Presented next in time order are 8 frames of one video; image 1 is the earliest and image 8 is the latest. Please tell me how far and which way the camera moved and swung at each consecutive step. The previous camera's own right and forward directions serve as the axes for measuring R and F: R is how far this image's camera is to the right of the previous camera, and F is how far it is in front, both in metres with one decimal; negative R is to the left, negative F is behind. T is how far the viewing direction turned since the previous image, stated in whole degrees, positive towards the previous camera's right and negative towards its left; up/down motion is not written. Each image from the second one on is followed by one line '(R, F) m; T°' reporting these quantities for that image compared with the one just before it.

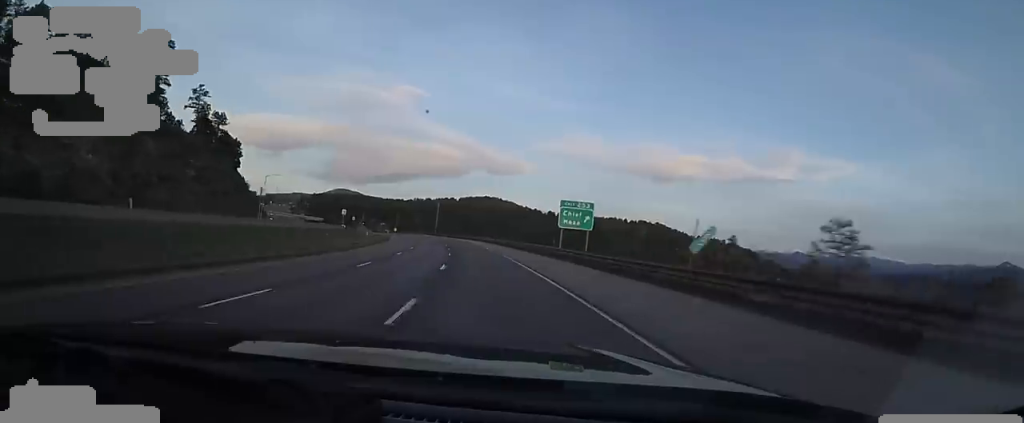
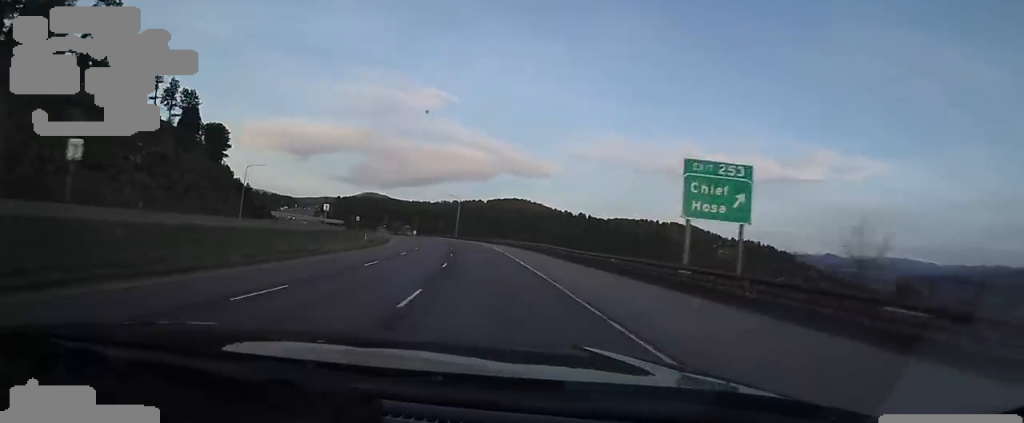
(-0.4, +23.6) m; -2°
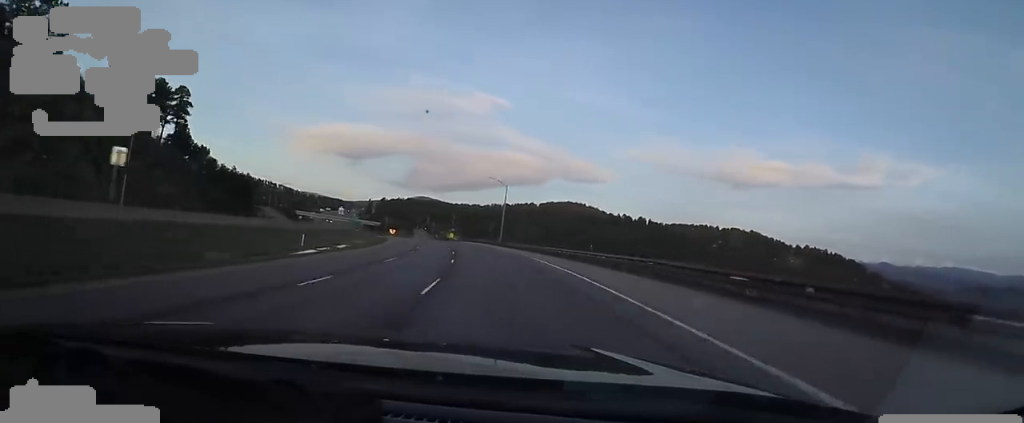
(-2.2, +45.2) m; -7°
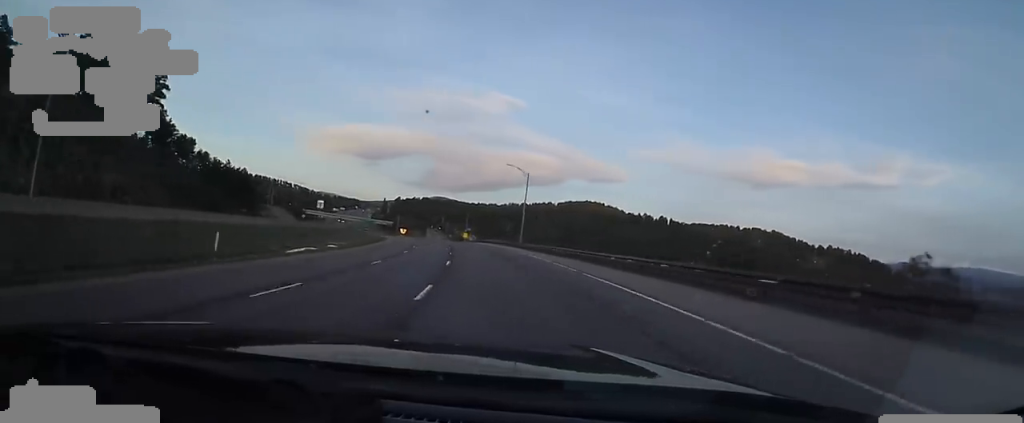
(+0.1, +15.1) m; -3°
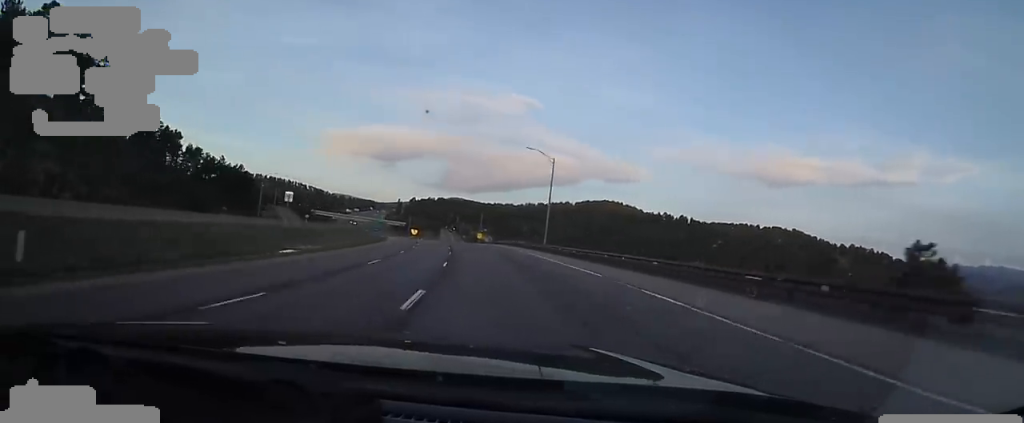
(-0.8, +13.2) m; -2°
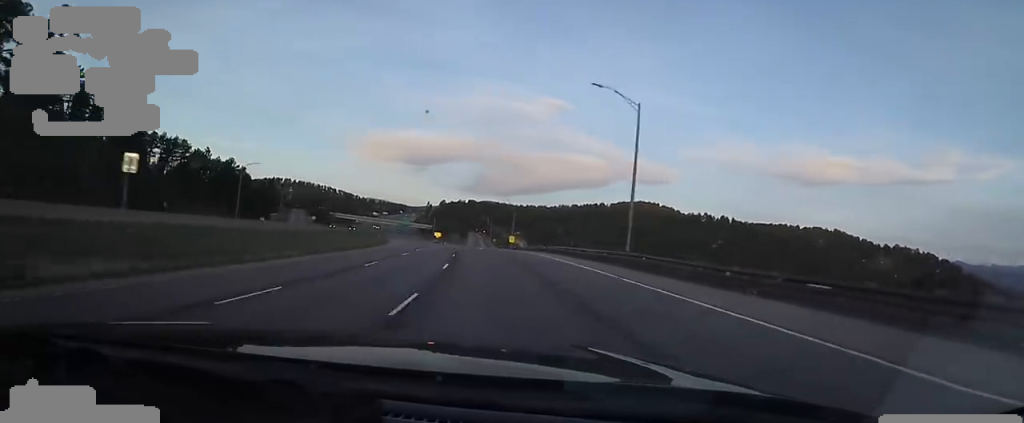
(-1.0, +24.4) m; -4°
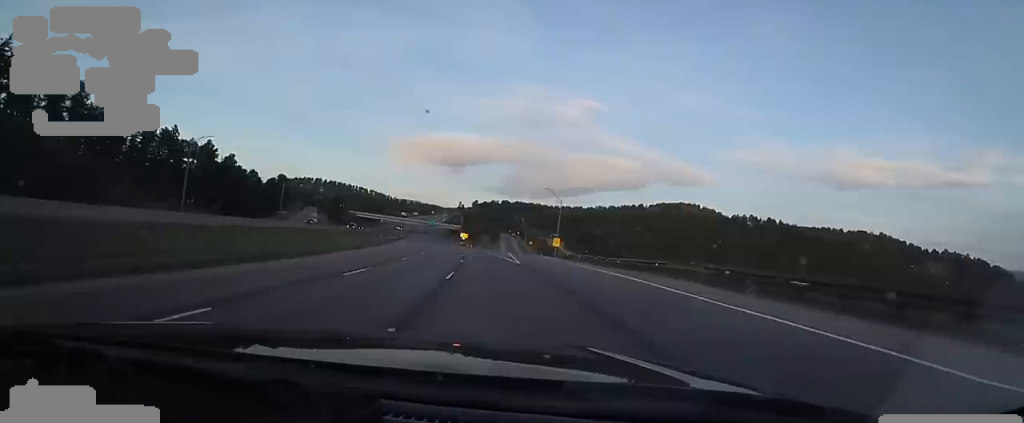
(-0.6, +28.0) m; -3°
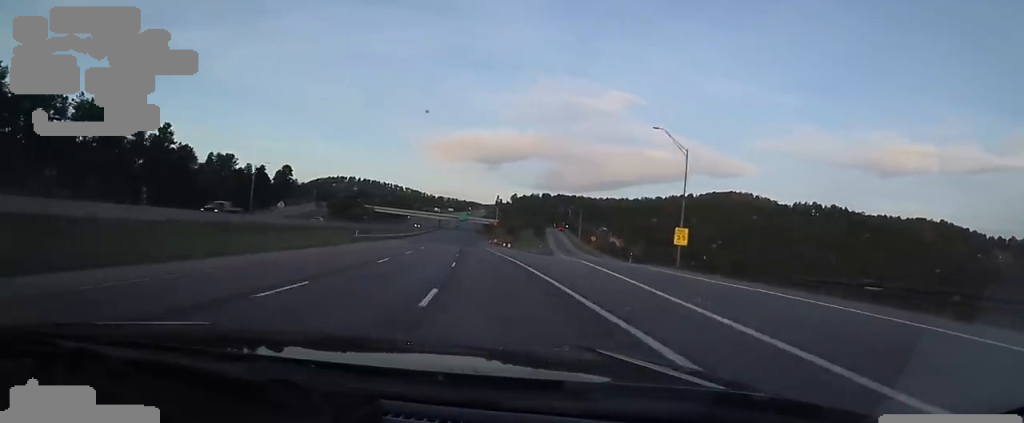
(-2.2, +45.0) m; -4°
